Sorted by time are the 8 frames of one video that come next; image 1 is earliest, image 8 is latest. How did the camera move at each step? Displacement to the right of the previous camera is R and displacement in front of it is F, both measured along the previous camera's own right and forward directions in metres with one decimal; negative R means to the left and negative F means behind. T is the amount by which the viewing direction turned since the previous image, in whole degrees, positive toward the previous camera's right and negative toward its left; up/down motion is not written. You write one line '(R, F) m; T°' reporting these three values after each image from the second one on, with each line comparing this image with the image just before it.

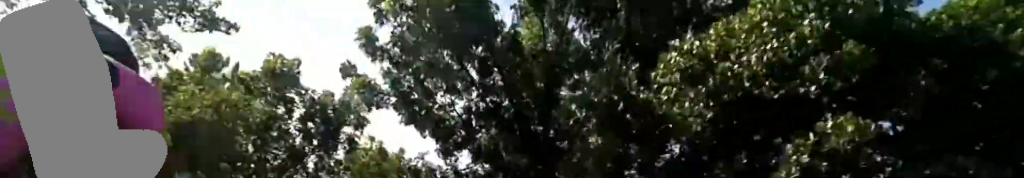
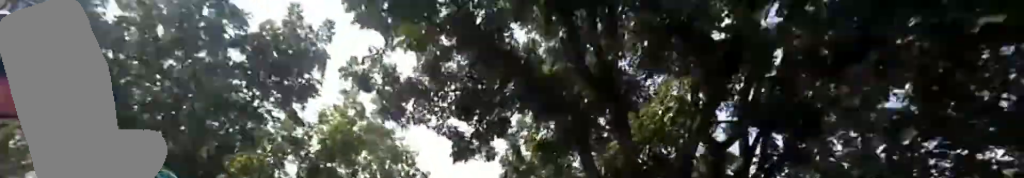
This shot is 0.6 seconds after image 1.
(+0.4, +4.9) m; +2°
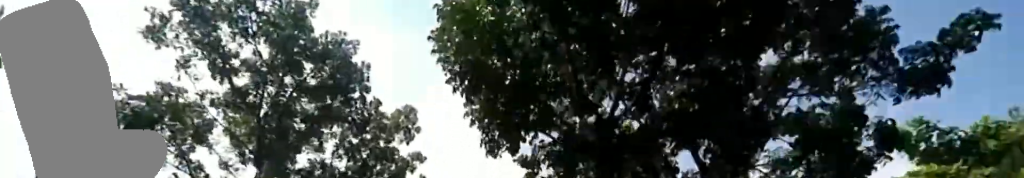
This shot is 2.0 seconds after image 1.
(+0.1, +12.9) m; +2°
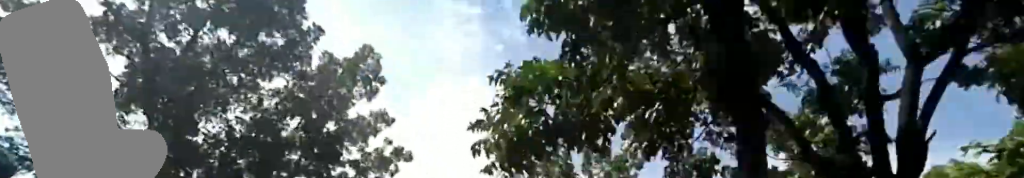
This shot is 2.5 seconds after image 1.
(+0.1, +4.6) m; 0°
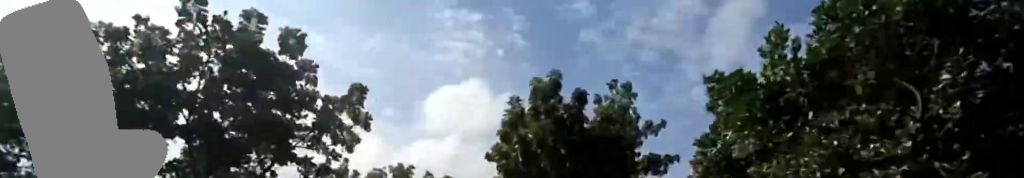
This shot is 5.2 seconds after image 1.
(+0.9, +25.5) m; 0°
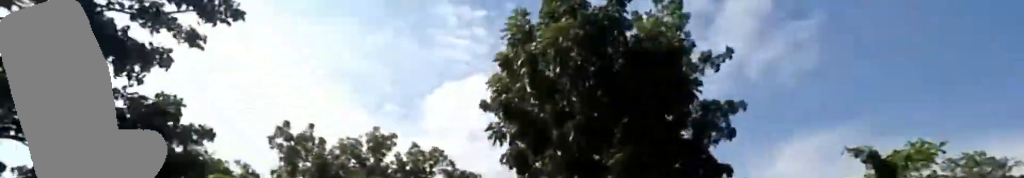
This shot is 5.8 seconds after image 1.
(-0.9, +6.1) m; 0°
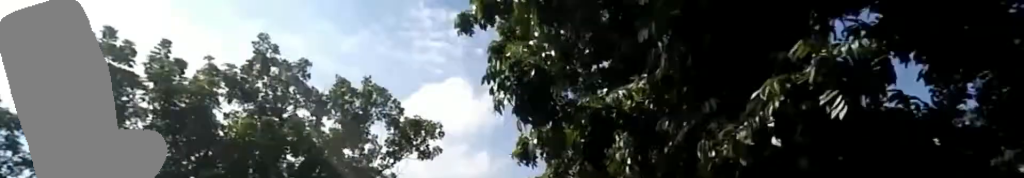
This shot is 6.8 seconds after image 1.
(+0.2, +9.0) m; 0°
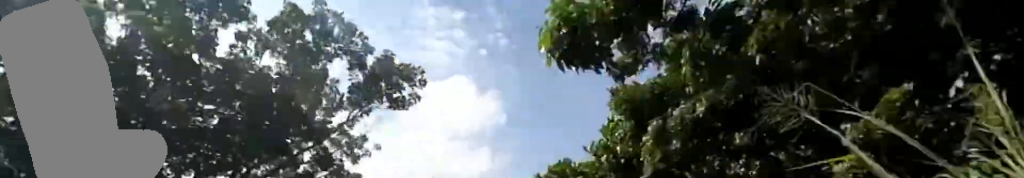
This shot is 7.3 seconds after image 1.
(+0.5, +4.8) m; -1°
